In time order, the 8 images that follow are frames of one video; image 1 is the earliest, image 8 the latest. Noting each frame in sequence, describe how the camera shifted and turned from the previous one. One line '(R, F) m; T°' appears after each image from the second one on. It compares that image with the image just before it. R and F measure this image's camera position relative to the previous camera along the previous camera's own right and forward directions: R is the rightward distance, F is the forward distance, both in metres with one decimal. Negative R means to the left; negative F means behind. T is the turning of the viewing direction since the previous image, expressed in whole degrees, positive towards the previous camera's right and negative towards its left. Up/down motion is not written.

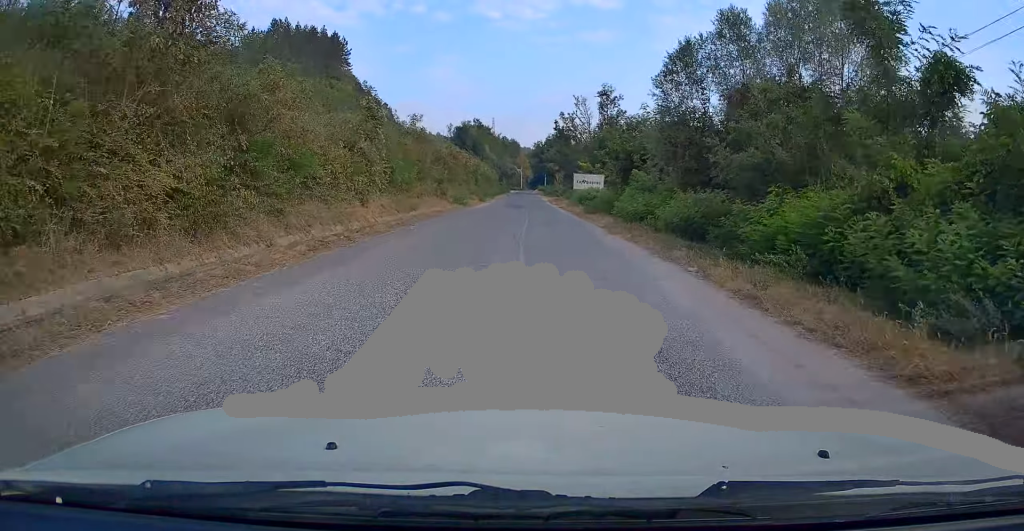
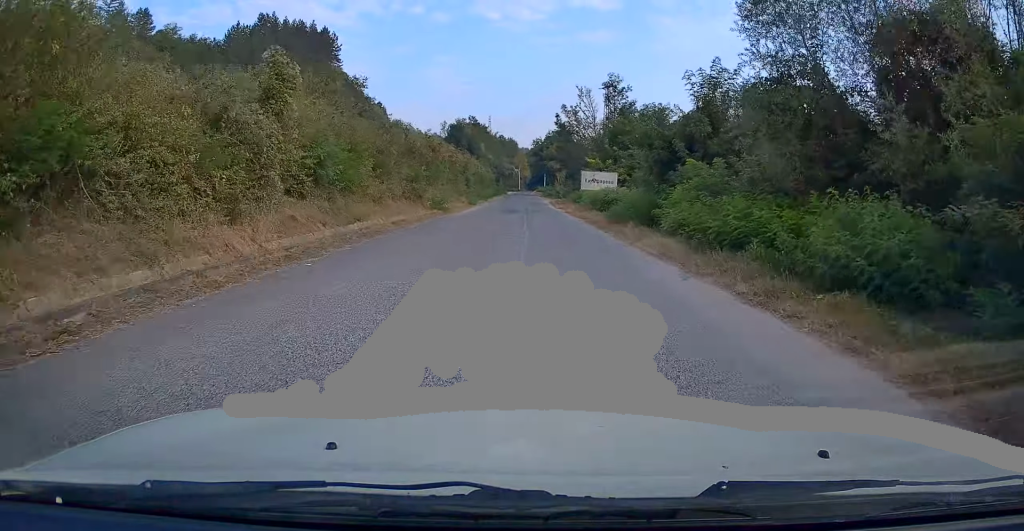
(0.0, +9.2) m; 0°
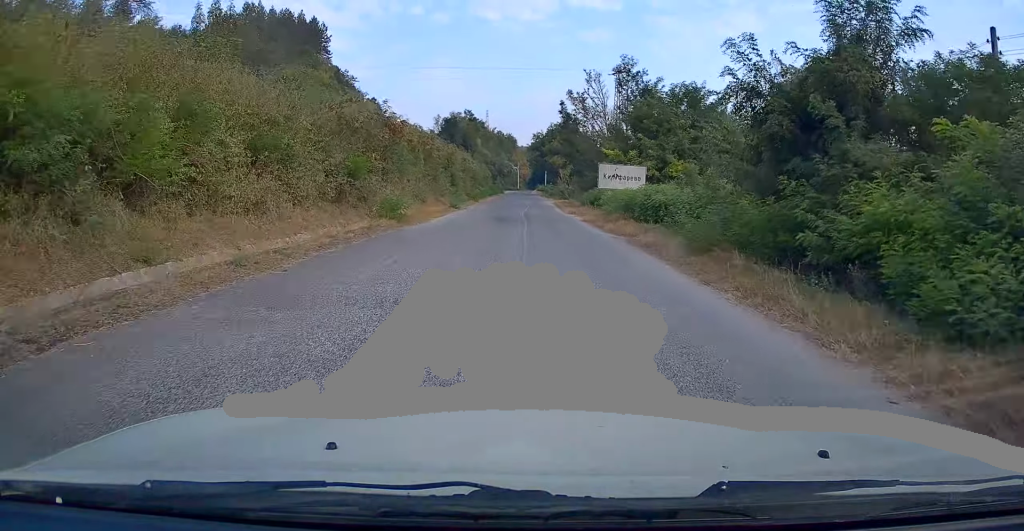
(0.0, +11.3) m; 0°
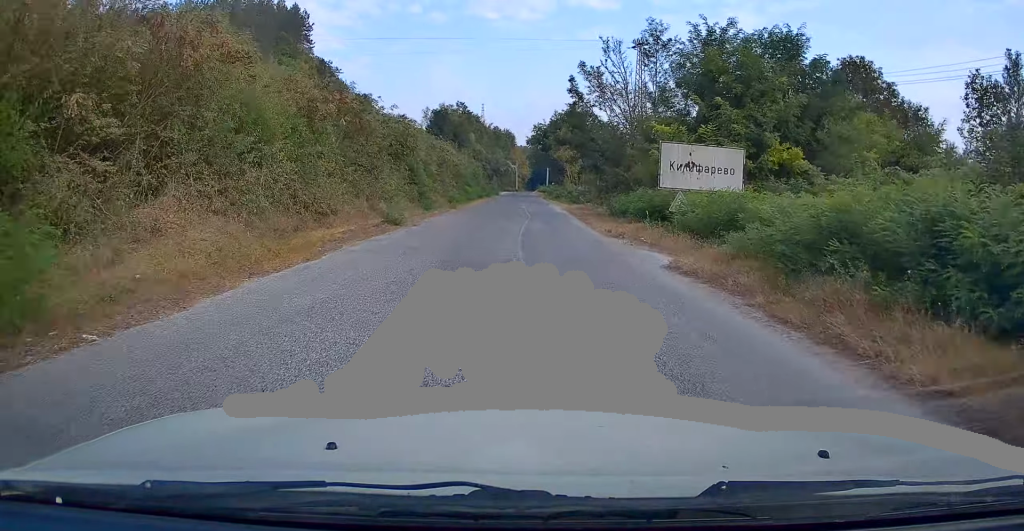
(+0.1, +16.6) m; +1°
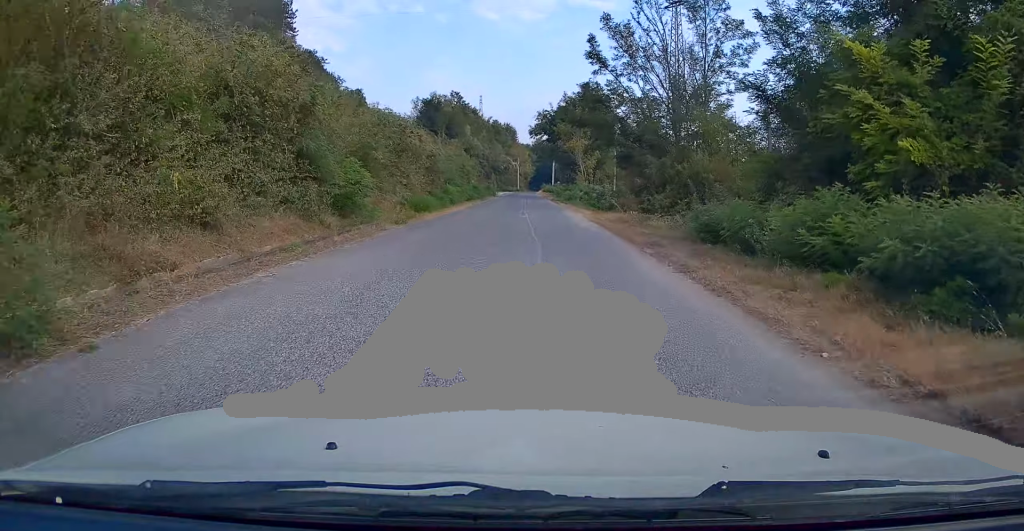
(+0.1, +15.7) m; 0°
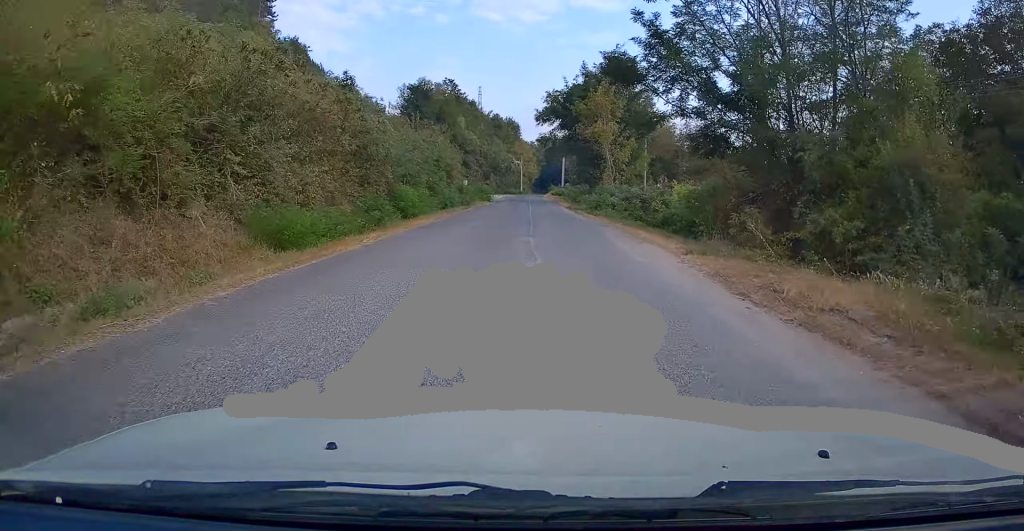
(-0.1, +18.2) m; -1°
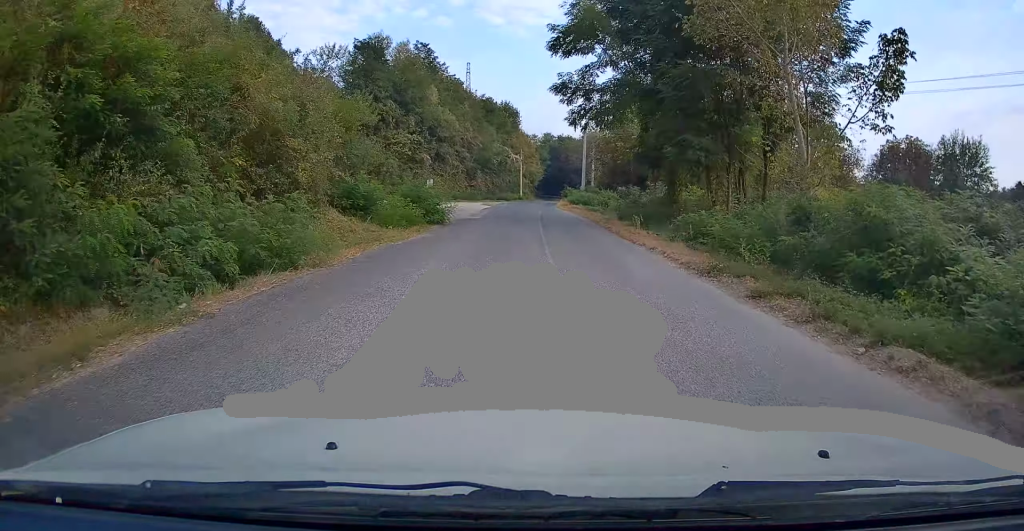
(0.0, +32.5) m; 0°
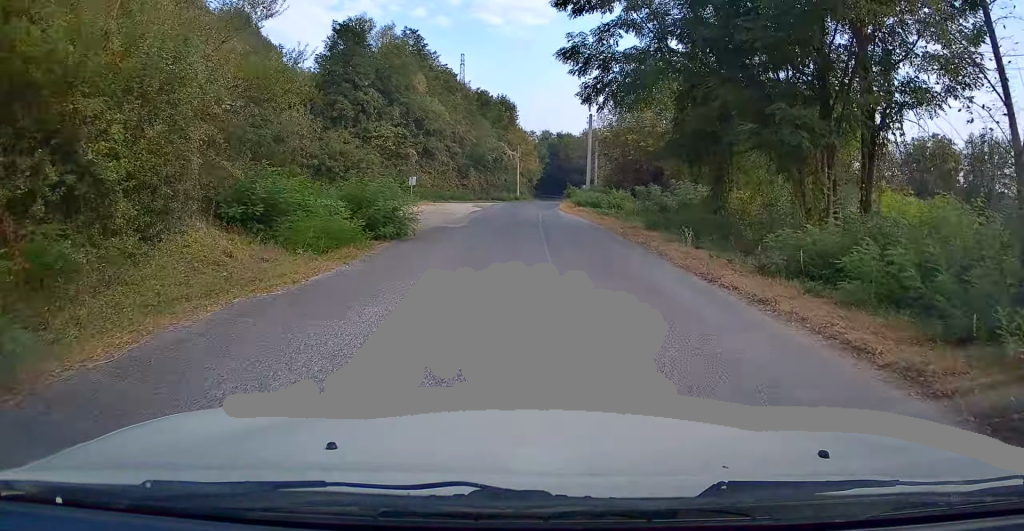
(0.0, +7.1) m; 0°
